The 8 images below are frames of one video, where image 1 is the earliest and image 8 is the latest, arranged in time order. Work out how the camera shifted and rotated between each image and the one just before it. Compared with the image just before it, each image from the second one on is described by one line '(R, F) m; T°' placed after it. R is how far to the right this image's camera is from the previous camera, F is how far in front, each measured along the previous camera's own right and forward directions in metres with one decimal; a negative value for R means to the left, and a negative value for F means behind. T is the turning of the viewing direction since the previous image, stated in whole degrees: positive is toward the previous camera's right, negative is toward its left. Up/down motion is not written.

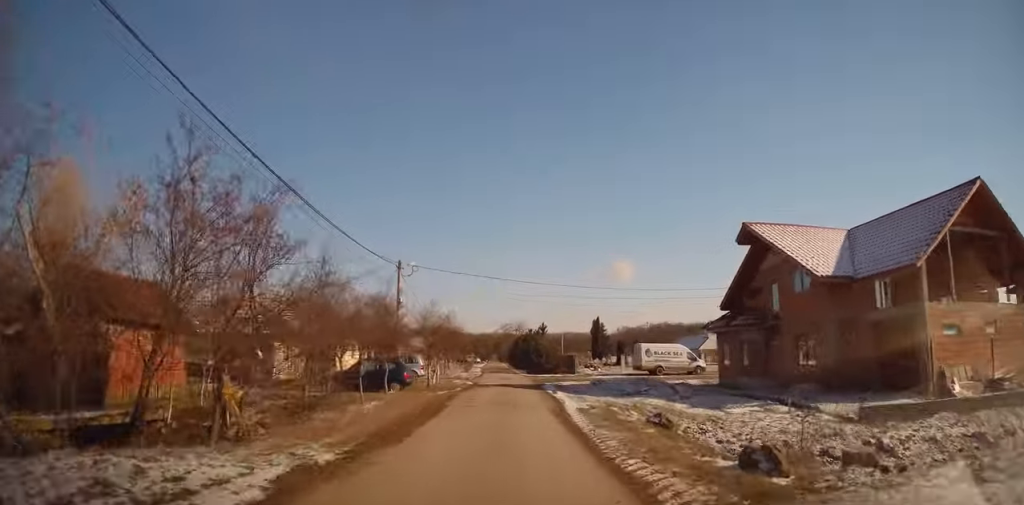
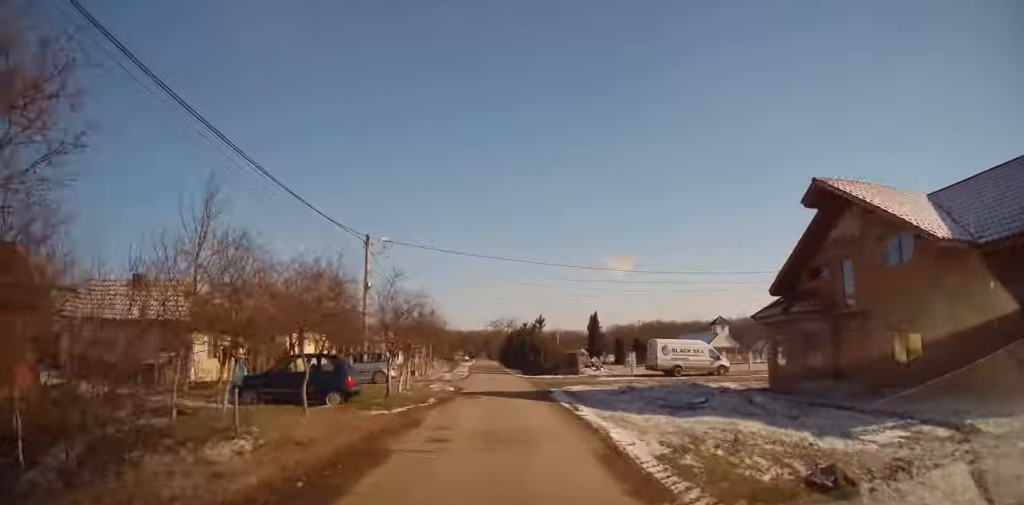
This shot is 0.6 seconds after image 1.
(-0.1, +7.1) m; +2°
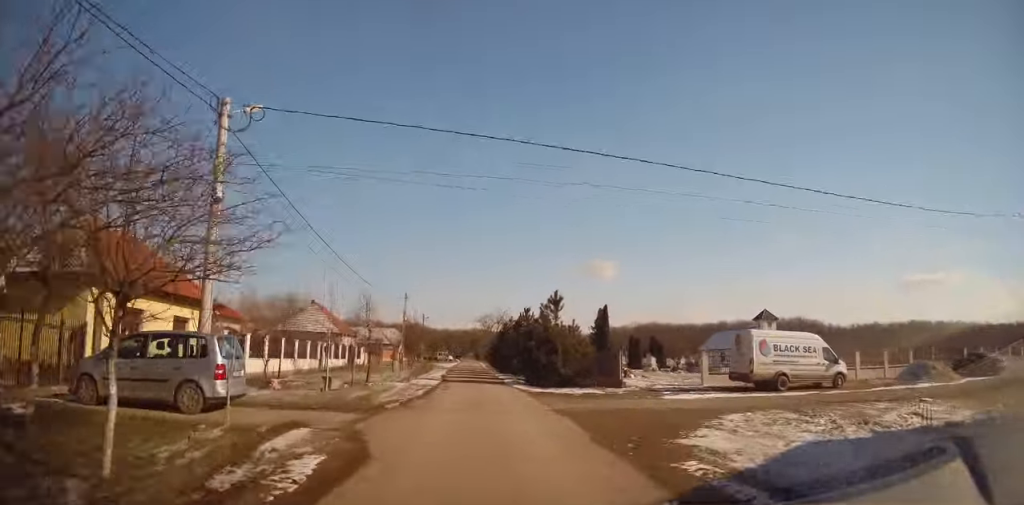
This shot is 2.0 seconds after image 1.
(+0.7, +17.2) m; +2°
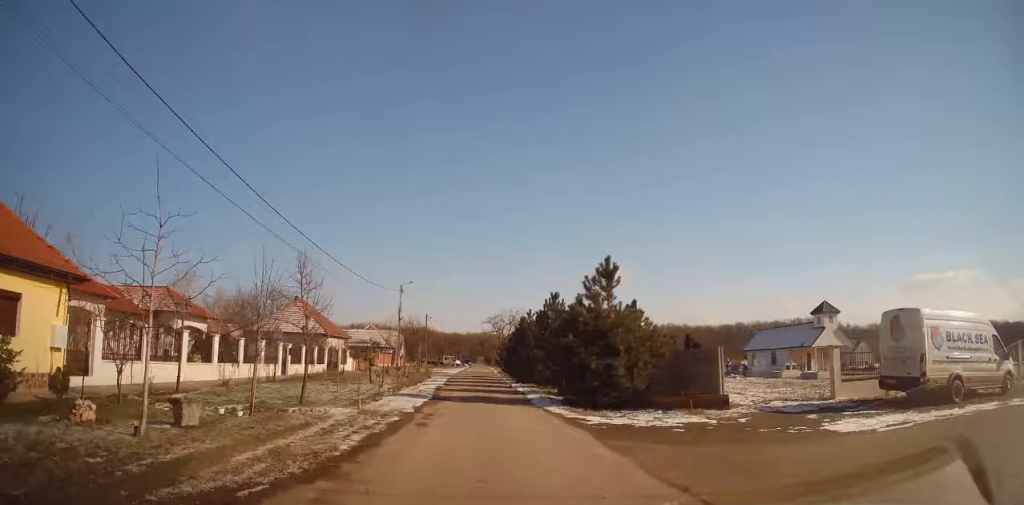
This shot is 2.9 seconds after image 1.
(0.0, +10.6) m; -2°
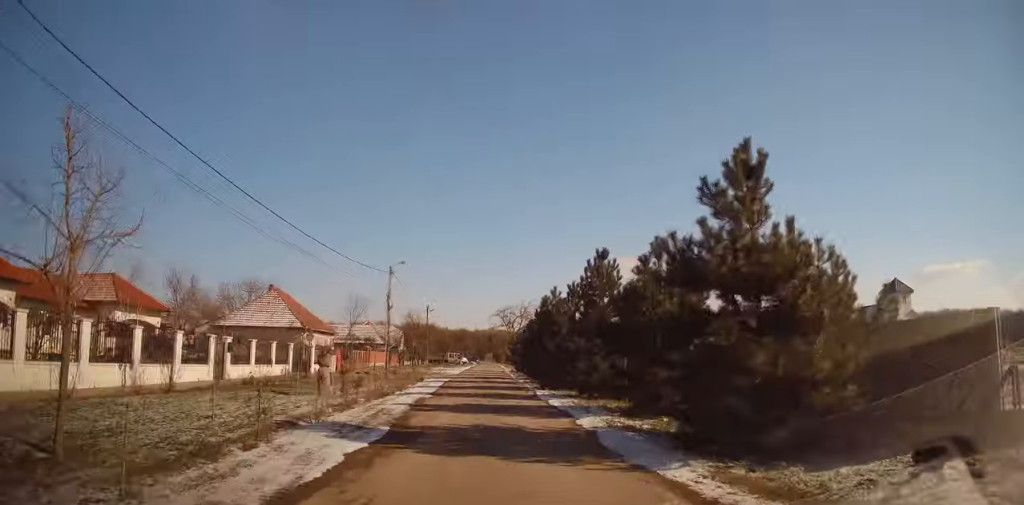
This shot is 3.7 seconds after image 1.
(-0.4, +9.7) m; -2°
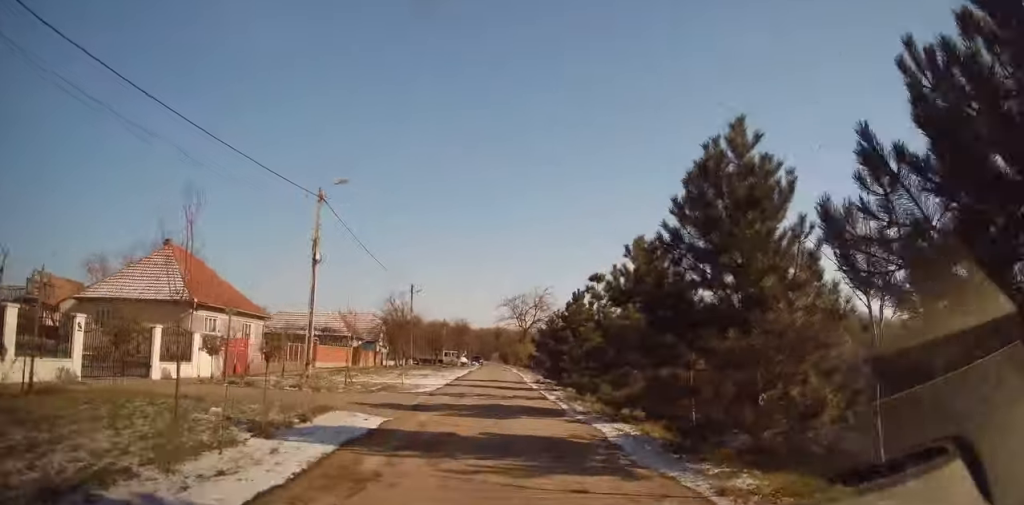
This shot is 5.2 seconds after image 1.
(+0.4, +19.5) m; +2°
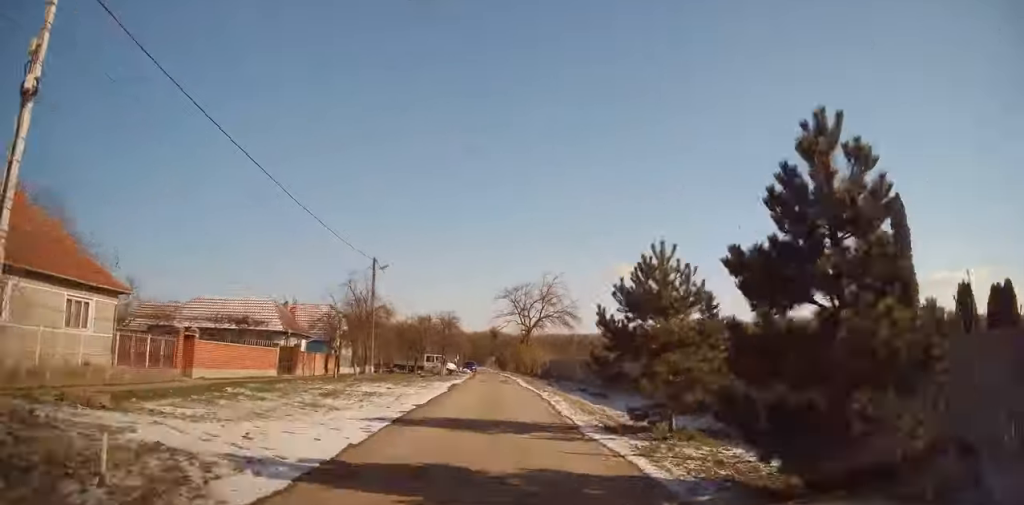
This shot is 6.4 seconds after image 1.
(0.0, +16.2) m; 0°
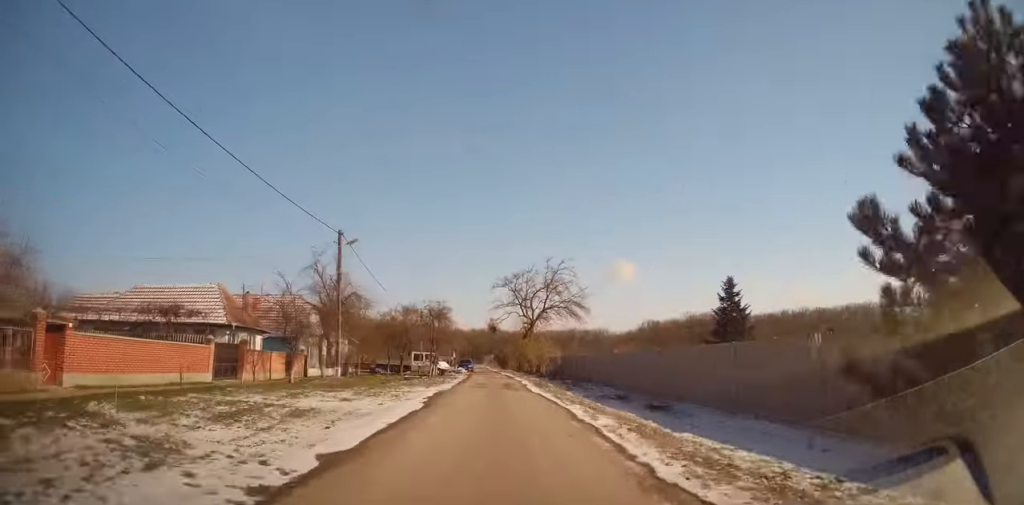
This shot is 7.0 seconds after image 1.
(0.0, +8.4) m; 0°
